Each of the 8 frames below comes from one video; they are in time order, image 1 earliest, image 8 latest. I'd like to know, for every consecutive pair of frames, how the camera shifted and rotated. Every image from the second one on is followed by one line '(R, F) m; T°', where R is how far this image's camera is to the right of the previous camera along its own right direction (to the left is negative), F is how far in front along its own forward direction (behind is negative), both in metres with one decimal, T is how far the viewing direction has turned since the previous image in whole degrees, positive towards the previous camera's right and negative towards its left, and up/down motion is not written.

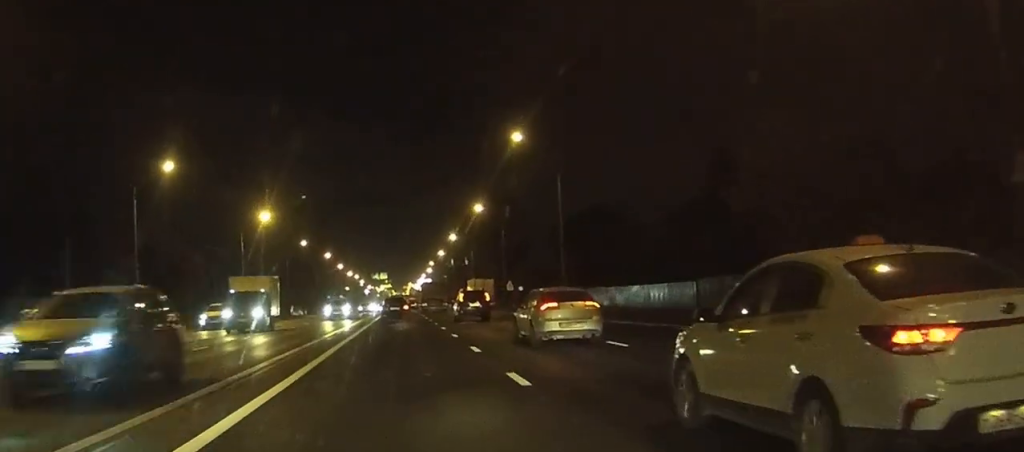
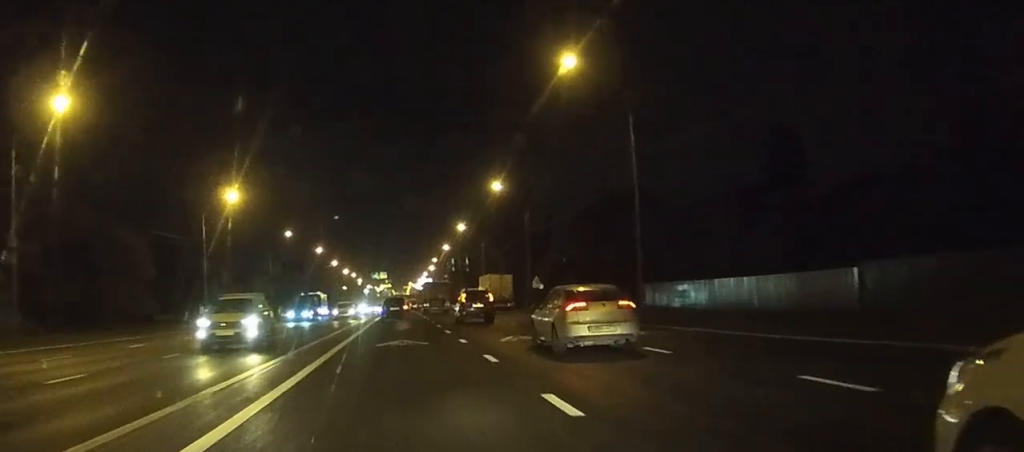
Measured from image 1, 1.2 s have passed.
(-0.1, +19.7) m; -1°
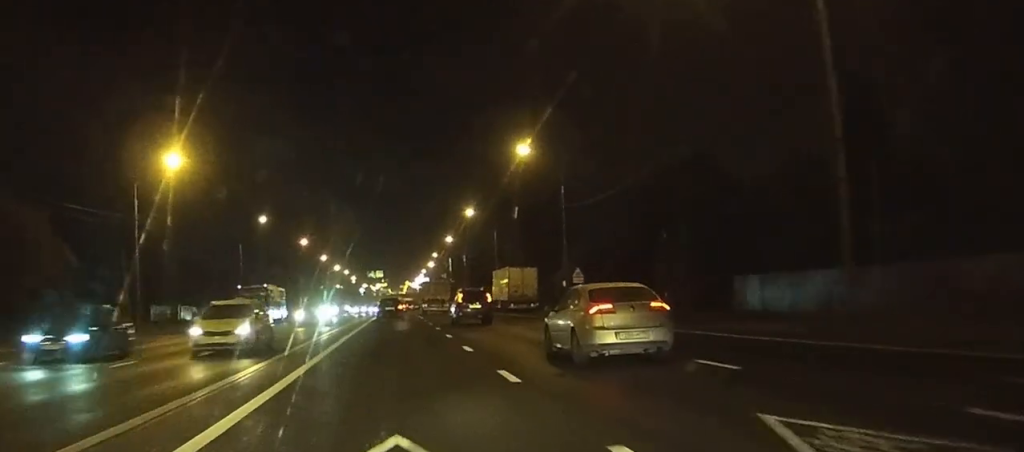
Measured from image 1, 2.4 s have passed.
(-0.2, +20.4) m; 0°
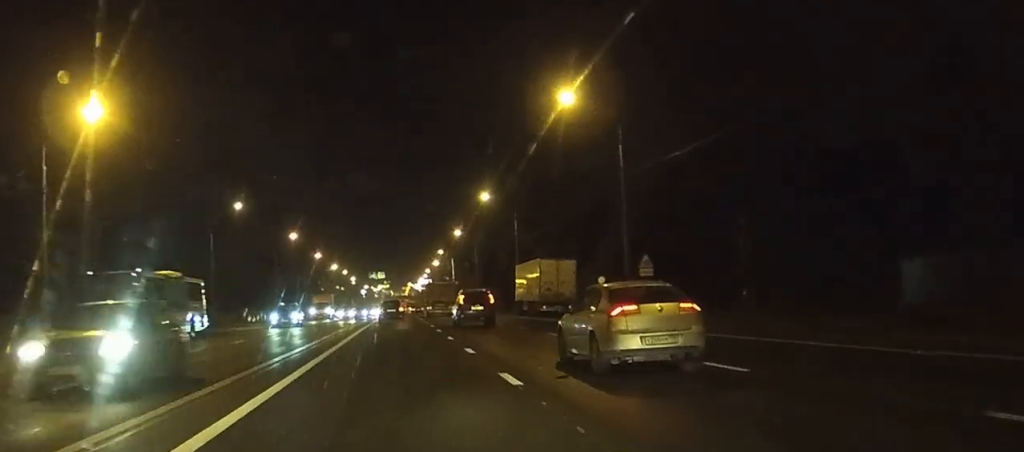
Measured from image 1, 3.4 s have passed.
(+0.1, +16.7) m; 0°
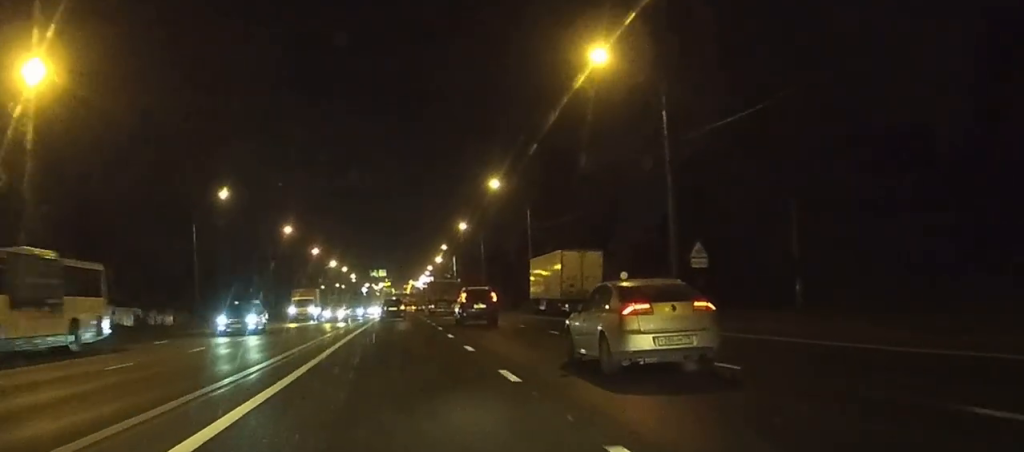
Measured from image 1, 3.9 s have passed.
(0.0, +7.8) m; 0°
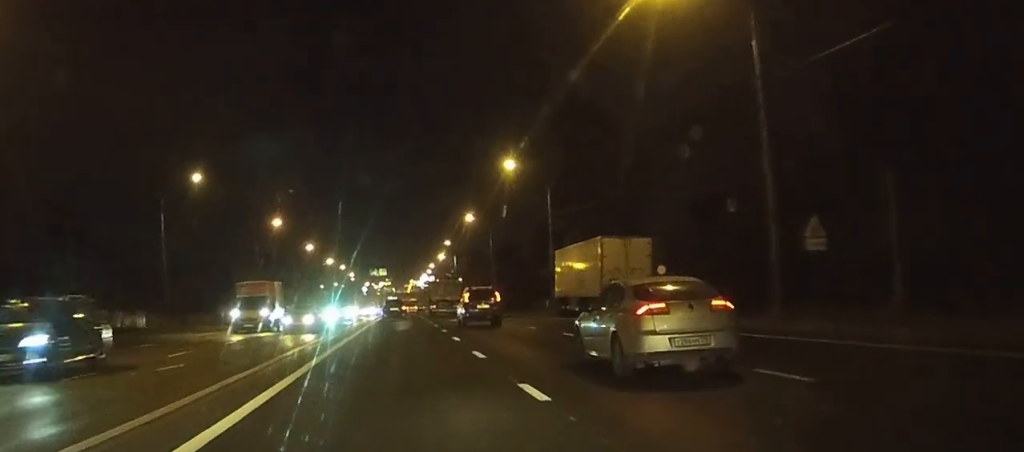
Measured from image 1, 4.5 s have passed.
(0.0, +10.7) m; 0°
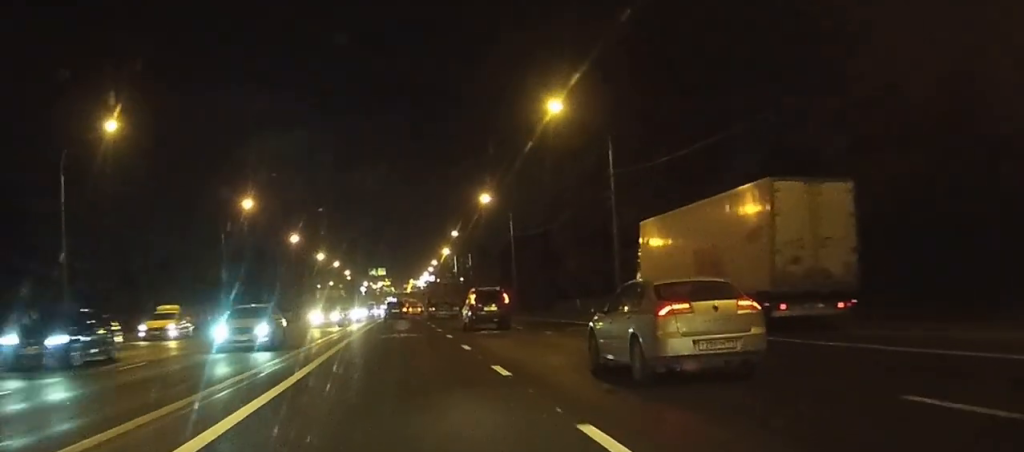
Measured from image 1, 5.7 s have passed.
(0.0, +20.5) m; 0°
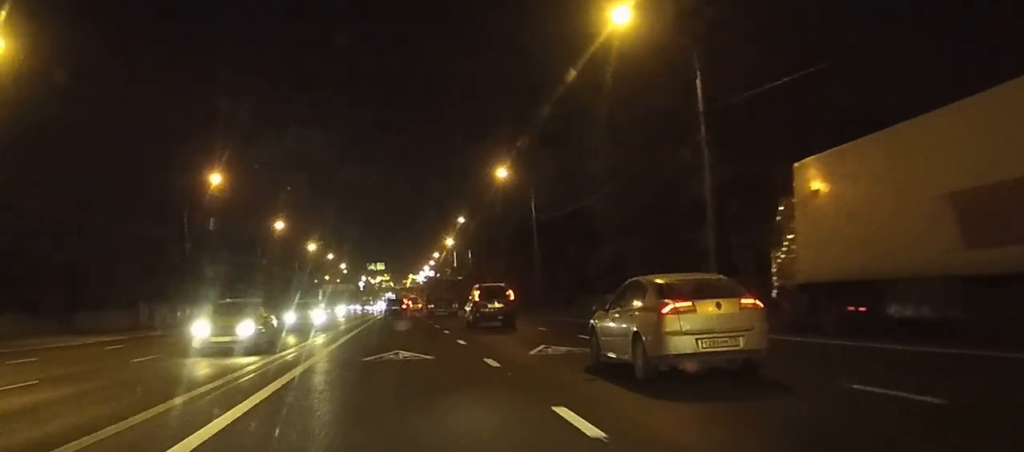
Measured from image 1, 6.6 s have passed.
(+0.1, +15.0) m; 0°
